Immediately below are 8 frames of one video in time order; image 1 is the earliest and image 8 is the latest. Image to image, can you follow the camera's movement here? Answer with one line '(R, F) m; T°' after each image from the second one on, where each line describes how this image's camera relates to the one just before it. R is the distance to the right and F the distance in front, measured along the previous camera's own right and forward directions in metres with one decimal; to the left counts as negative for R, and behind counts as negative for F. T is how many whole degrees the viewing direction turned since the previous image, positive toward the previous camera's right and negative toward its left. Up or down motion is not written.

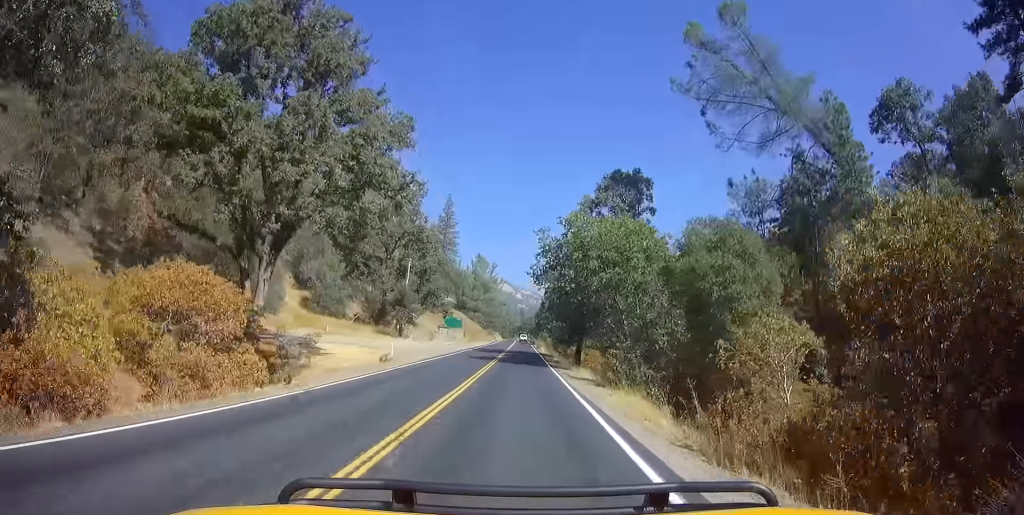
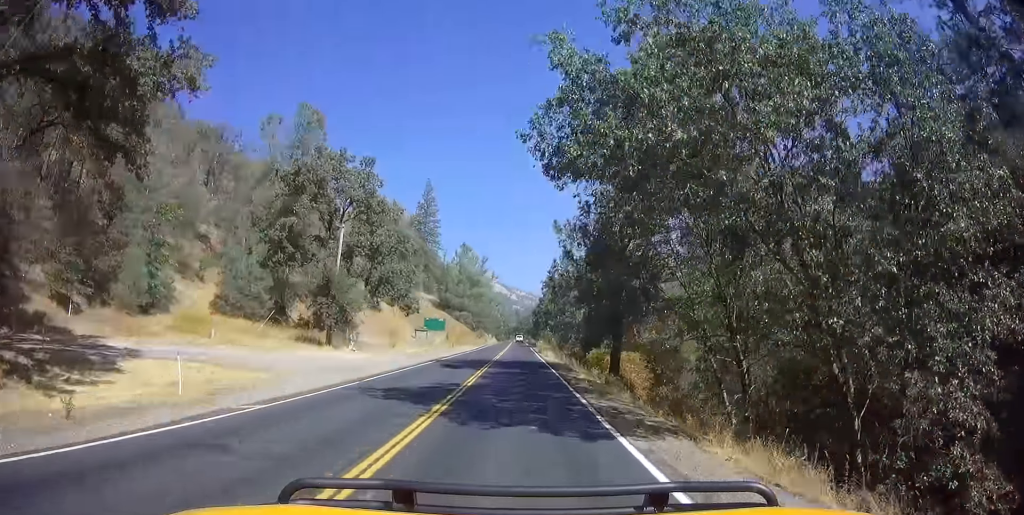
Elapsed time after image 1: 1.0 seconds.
(-0.3, +24.0) m; +1°
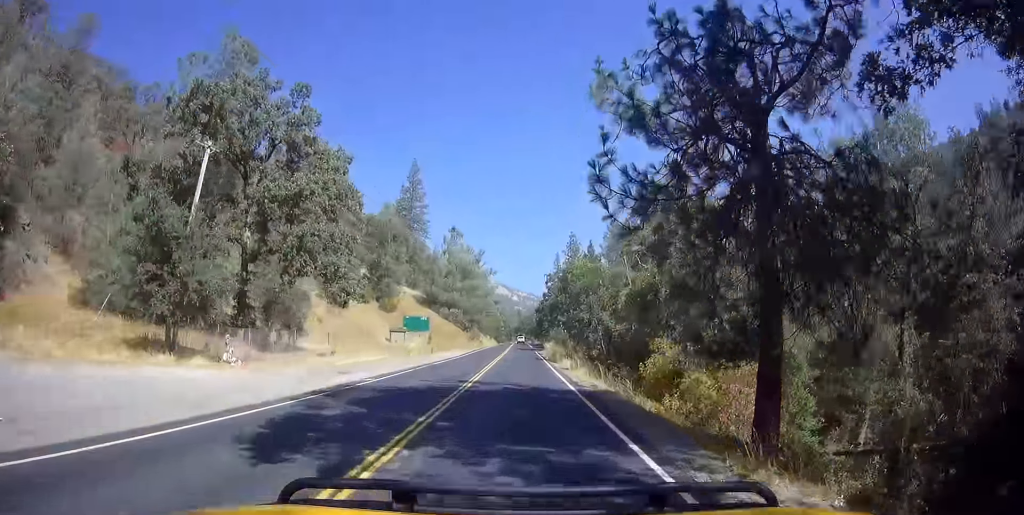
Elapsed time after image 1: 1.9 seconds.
(+0.5, +21.1) m; +1°
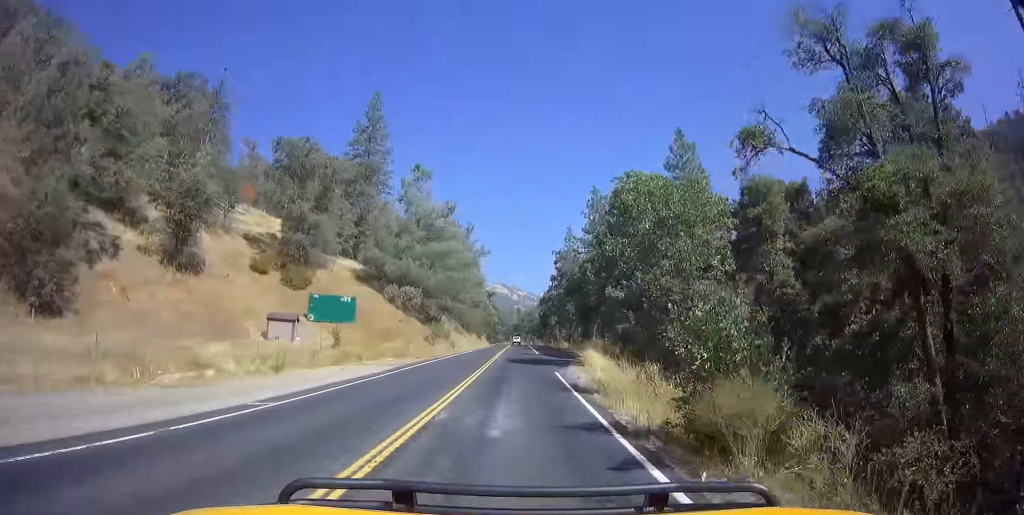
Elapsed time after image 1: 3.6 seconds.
(-1.0, +39.8) m; -1°
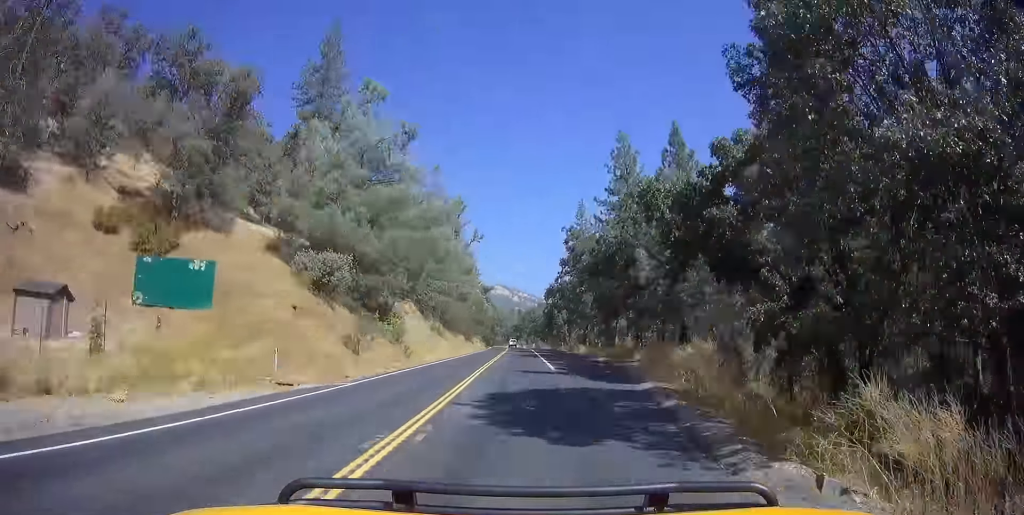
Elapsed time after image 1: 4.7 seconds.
(+0.6, +24.8) m; 0°
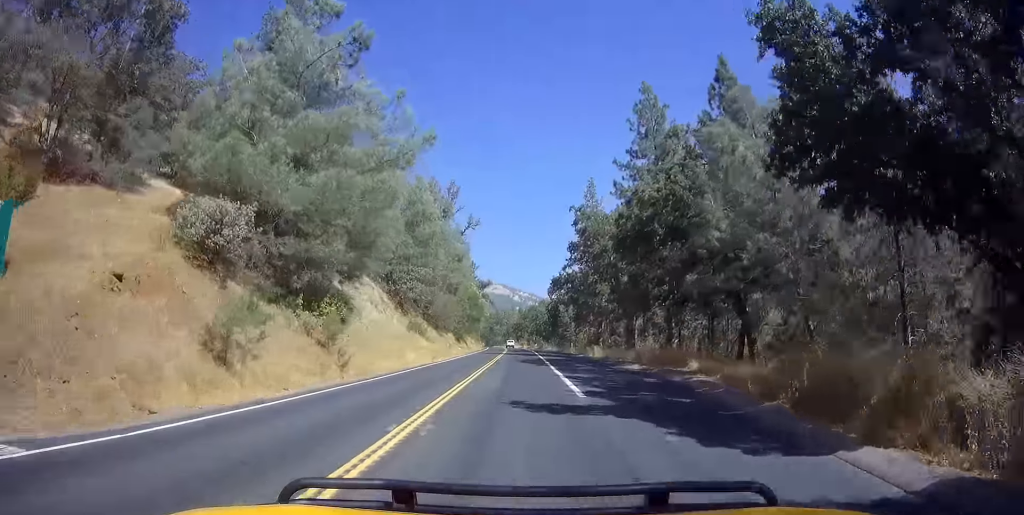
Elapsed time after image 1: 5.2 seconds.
(-0.3, +13.8) m; -1°
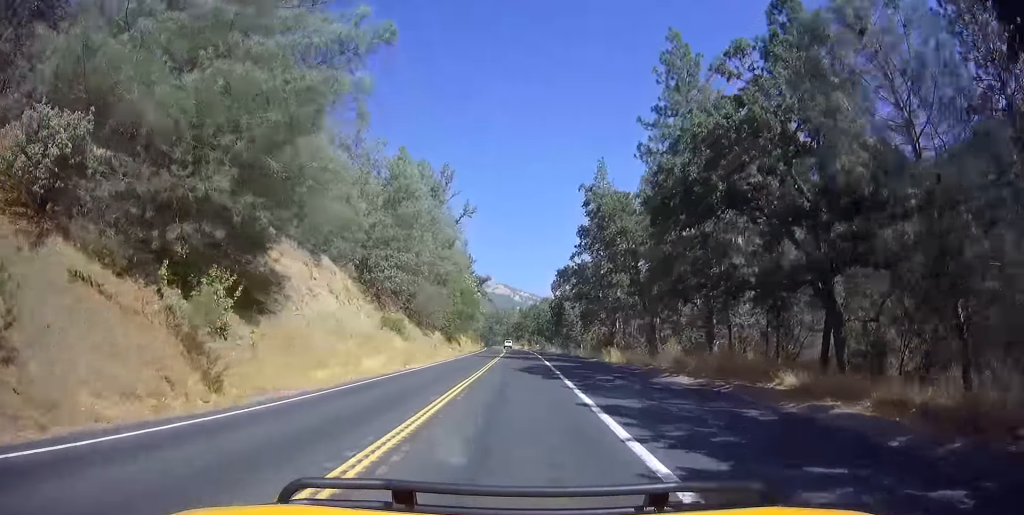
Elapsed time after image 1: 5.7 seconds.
(-0.1, +10.6) m; -1°
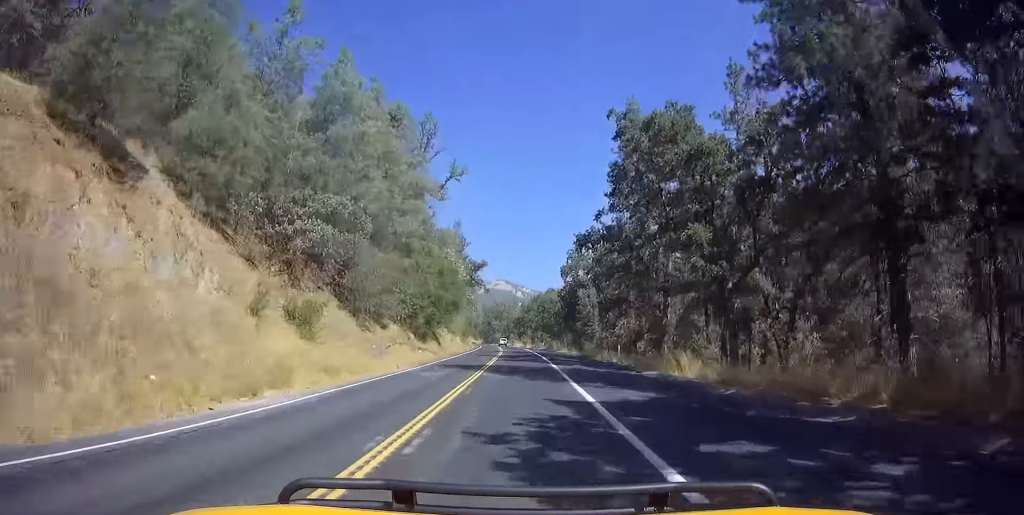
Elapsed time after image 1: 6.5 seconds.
(-0.1, +21.1) m; 0°
